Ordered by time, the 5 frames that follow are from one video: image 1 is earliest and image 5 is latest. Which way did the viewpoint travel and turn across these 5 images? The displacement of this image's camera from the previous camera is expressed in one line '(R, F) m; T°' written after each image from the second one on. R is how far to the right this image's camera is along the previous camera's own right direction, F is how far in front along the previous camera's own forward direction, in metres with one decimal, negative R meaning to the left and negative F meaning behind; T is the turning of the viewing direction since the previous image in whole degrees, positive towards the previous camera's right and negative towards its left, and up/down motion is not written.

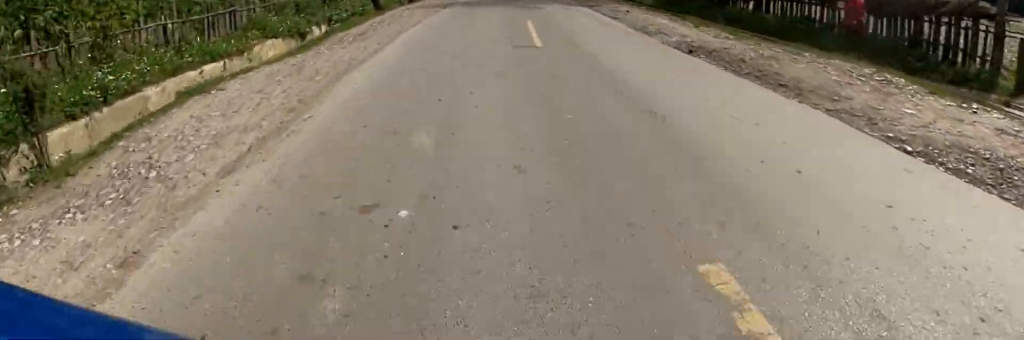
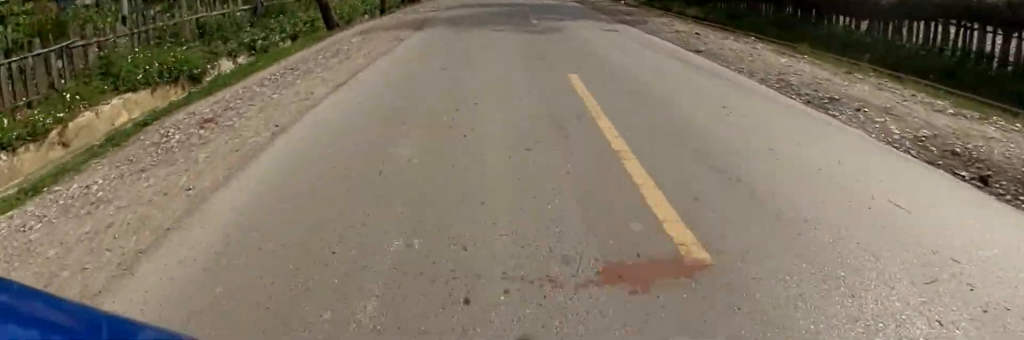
(0.0, +5.1) m; 0°
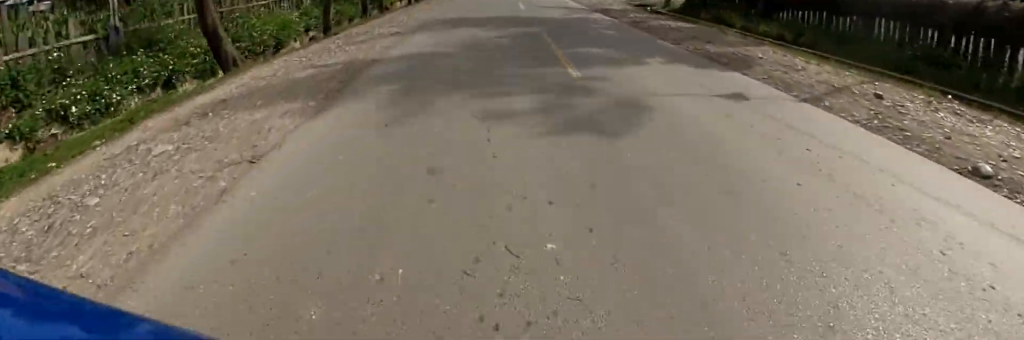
(0.0, +5.0) m; 0°
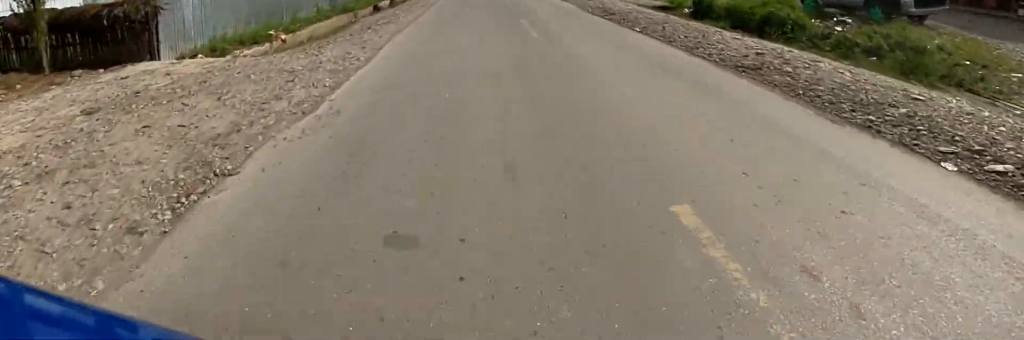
(+1.0, +29.8) m; +8°
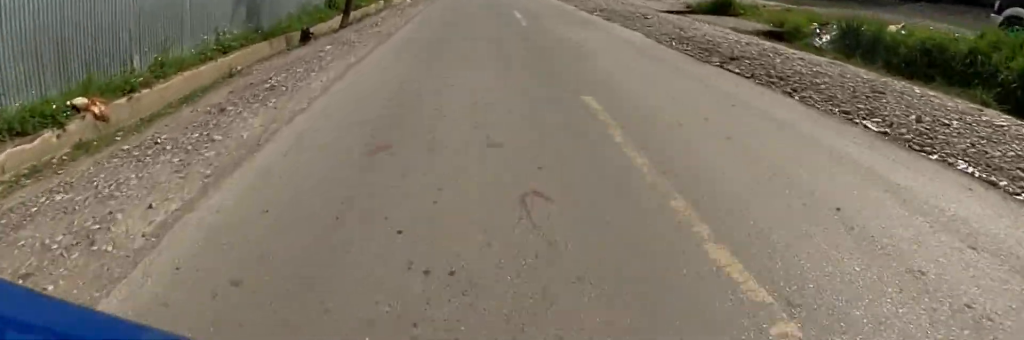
(+0.7, +6.0) m; 0°
